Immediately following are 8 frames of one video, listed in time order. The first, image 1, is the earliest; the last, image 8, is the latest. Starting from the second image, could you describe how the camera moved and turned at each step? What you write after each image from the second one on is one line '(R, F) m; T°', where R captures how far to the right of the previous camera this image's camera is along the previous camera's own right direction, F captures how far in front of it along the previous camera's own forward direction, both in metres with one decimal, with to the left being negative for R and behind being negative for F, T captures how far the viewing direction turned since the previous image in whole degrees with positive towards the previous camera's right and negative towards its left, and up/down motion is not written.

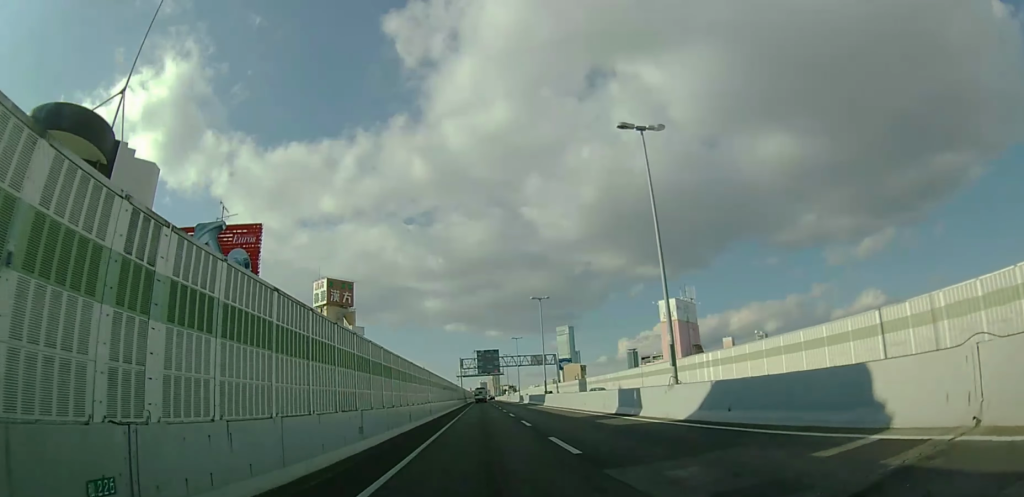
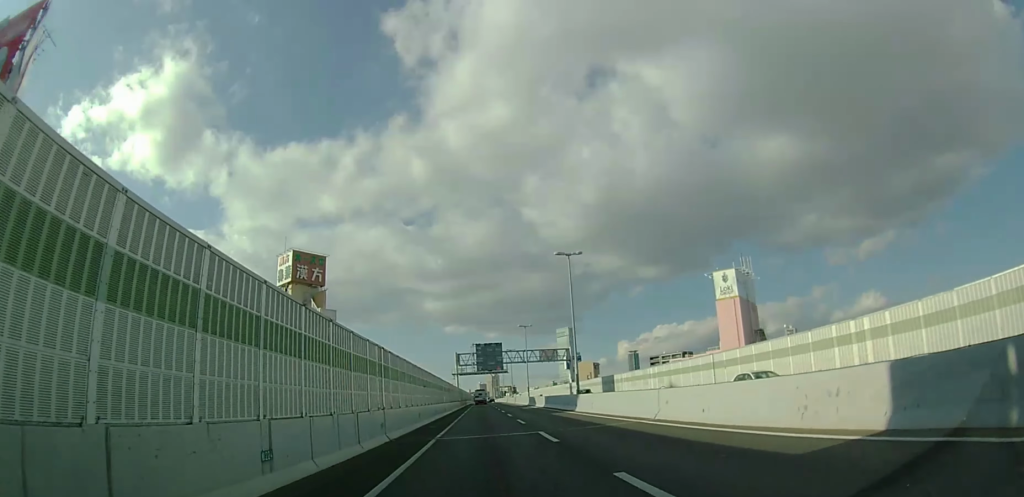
(+0.1, +16.7) m; 0°
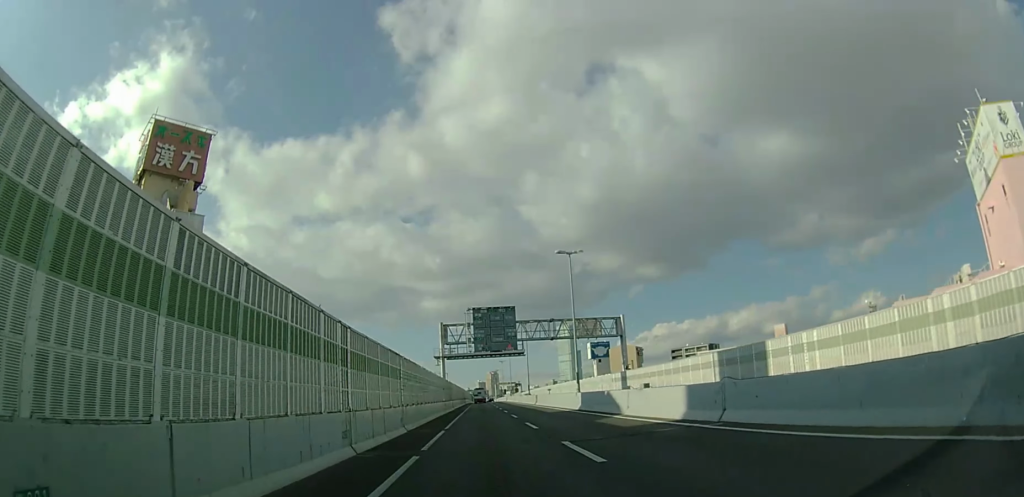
(+0.1, +35.1) m; +1°
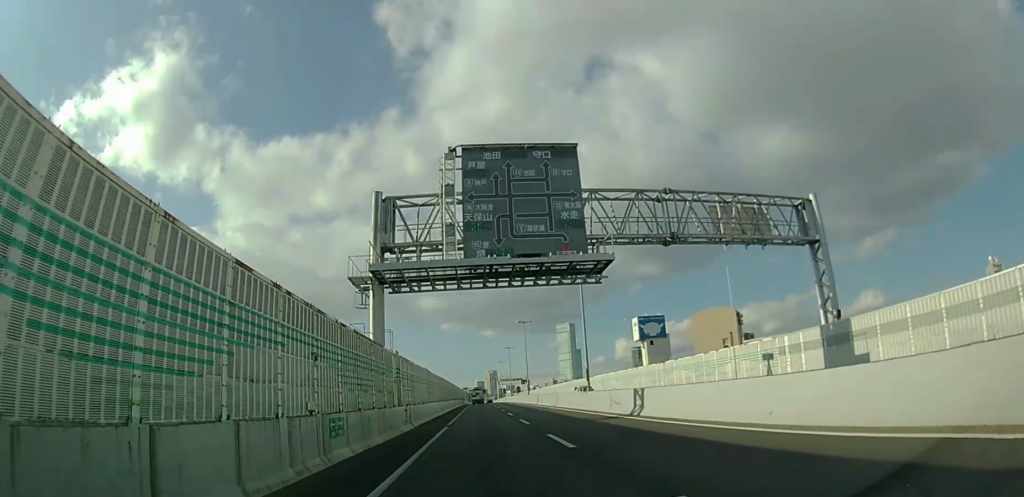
(+0.2, +37.2) m; 0°
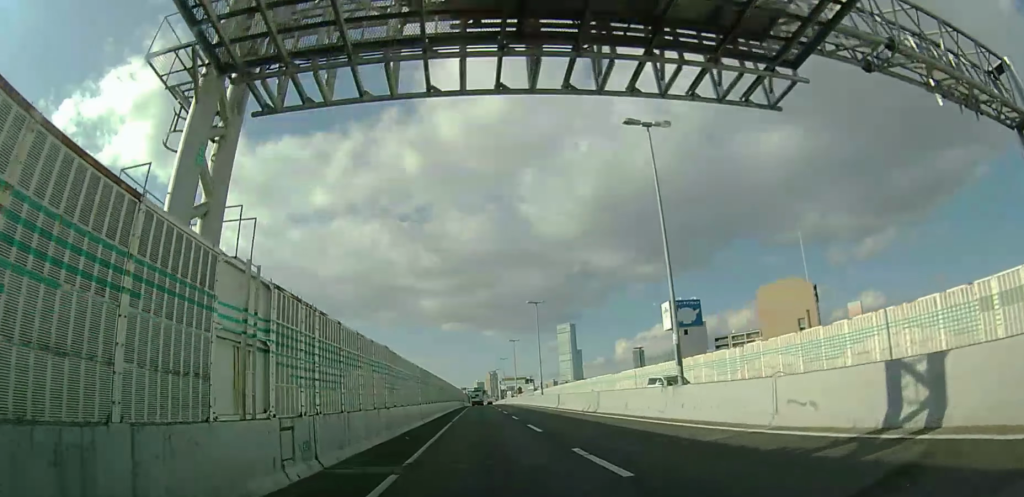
(0.0, +14.6) m; 0°
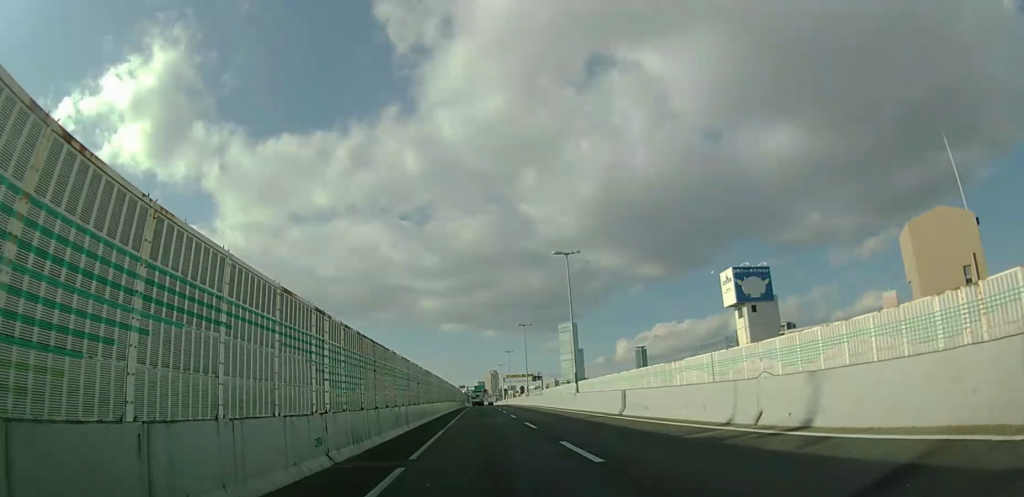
(+0.1, +18.2) m; 0°
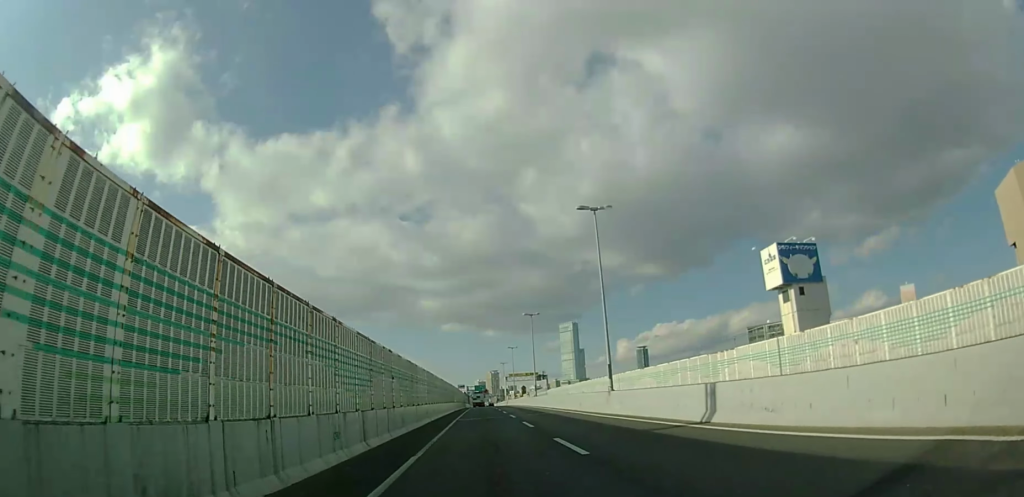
(-0.1, +9.5) m; 0°
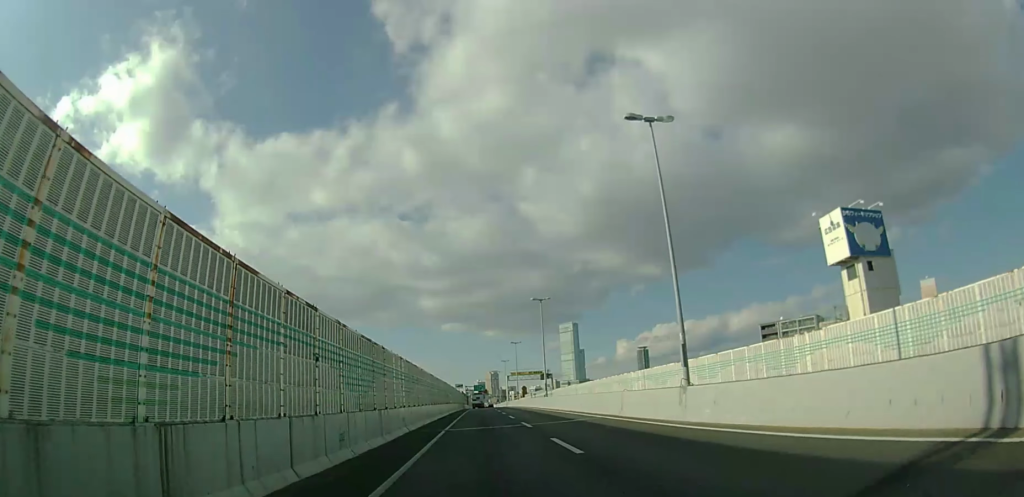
(0.0, +9.4) m; 0°
